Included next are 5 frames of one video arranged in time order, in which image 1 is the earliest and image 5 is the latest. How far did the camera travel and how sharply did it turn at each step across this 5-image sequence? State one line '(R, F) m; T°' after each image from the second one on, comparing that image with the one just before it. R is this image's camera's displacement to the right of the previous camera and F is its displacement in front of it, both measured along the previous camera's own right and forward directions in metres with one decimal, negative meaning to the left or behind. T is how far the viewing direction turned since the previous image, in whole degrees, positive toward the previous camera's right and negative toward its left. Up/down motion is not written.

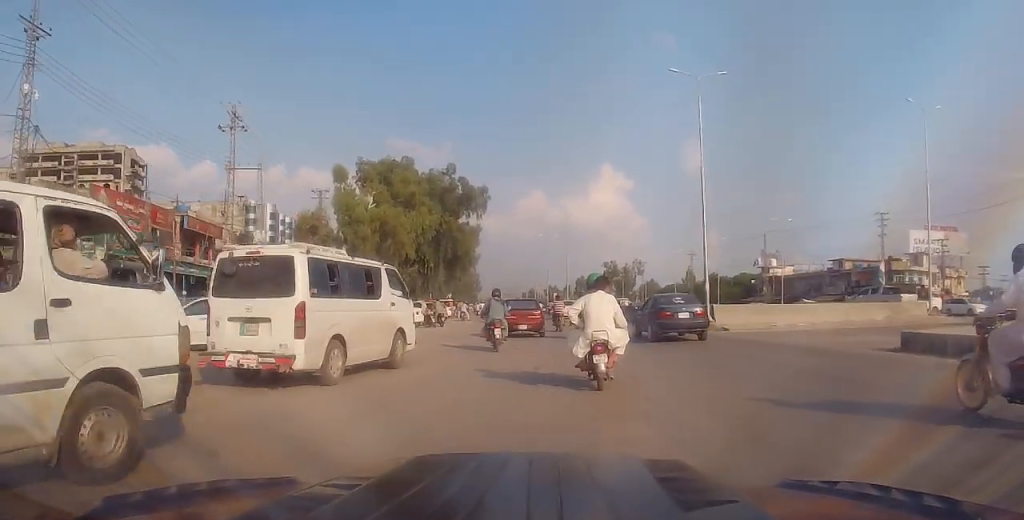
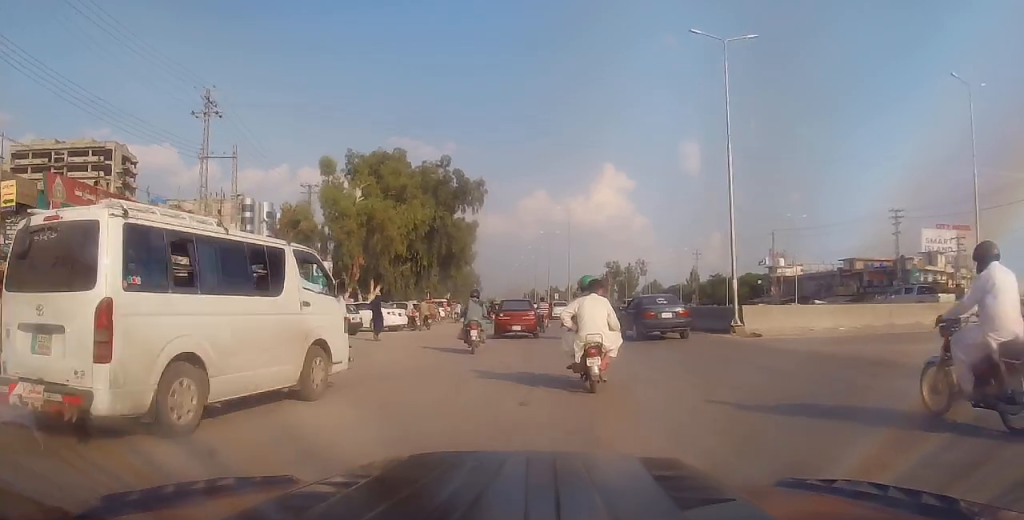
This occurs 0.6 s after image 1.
(+0.1, +4.1) m; +1°
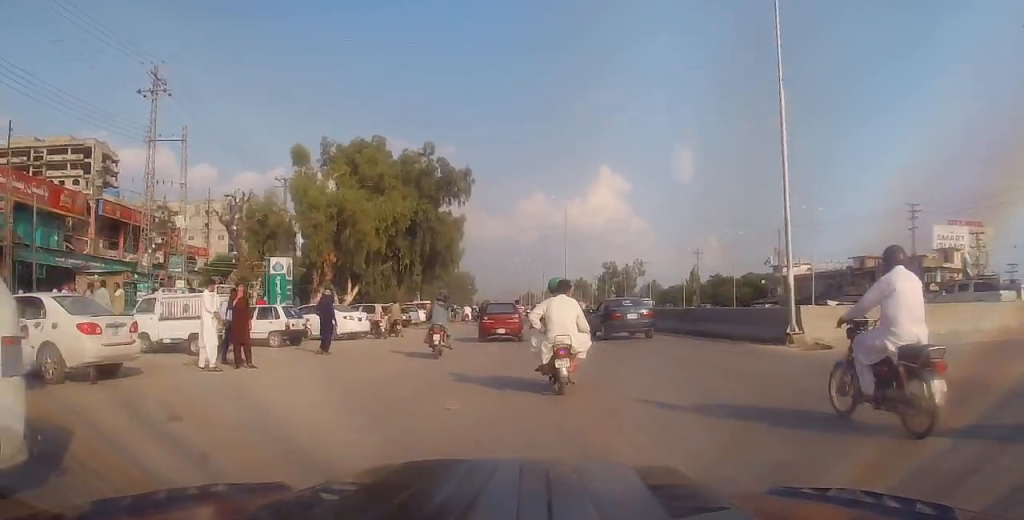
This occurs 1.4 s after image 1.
(0.0, +5.9) m; -2°
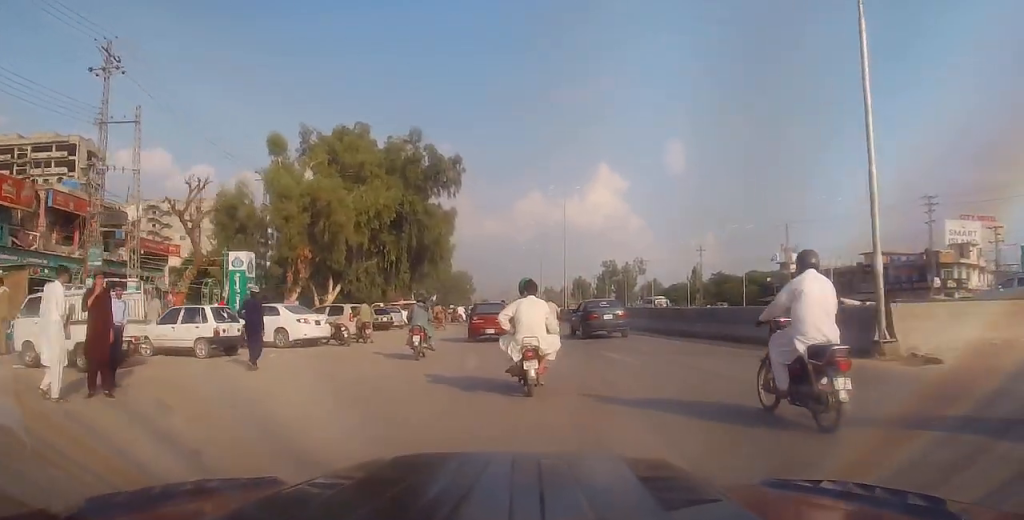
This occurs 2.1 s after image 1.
(-0.1, +4.7) m; -1°
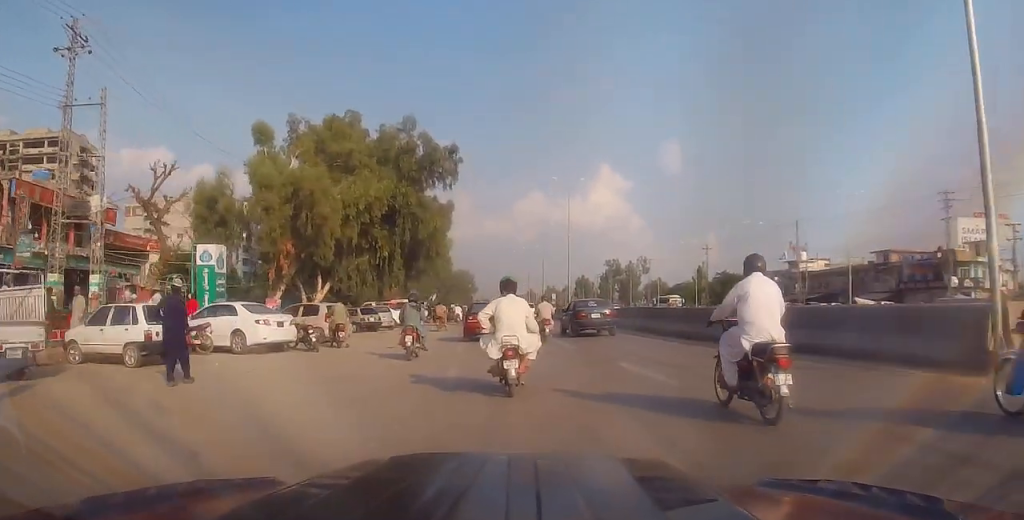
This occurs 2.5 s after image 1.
(-0.1, +3.3) m; 0°
